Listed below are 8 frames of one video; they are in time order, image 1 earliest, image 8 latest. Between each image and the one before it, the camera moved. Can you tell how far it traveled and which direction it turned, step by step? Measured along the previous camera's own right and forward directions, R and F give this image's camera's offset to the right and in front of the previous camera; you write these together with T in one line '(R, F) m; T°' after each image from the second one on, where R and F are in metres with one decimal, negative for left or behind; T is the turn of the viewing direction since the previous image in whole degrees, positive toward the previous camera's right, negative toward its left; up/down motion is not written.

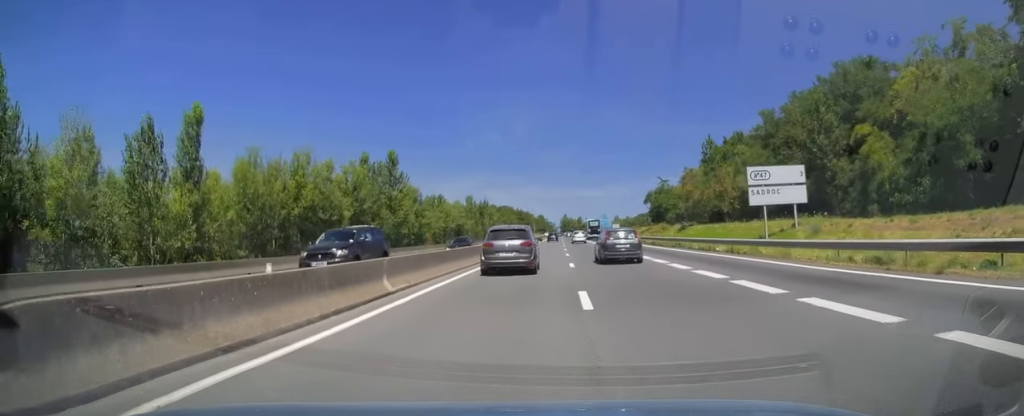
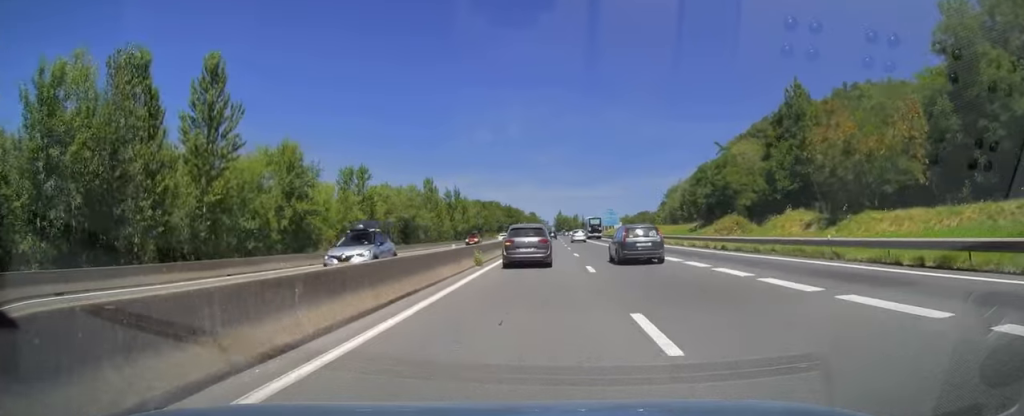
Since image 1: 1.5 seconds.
(-0.1, +42.9) m; 0°
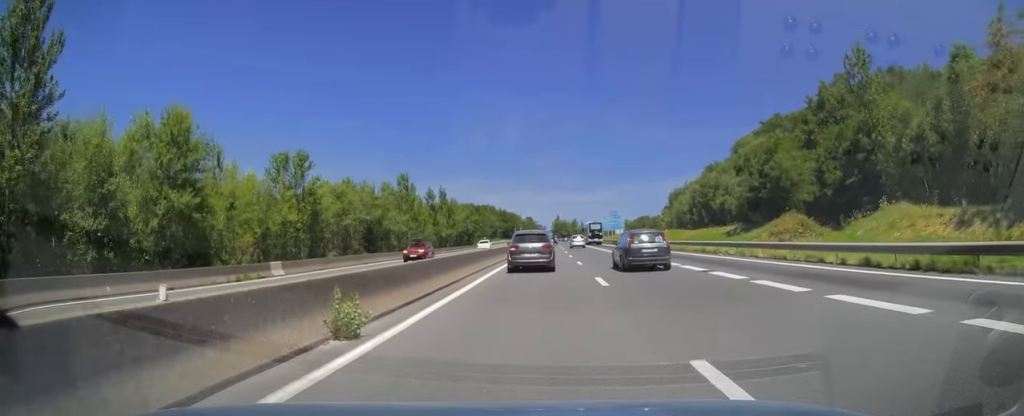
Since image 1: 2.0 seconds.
(+0.1, +16.2) m; 0°
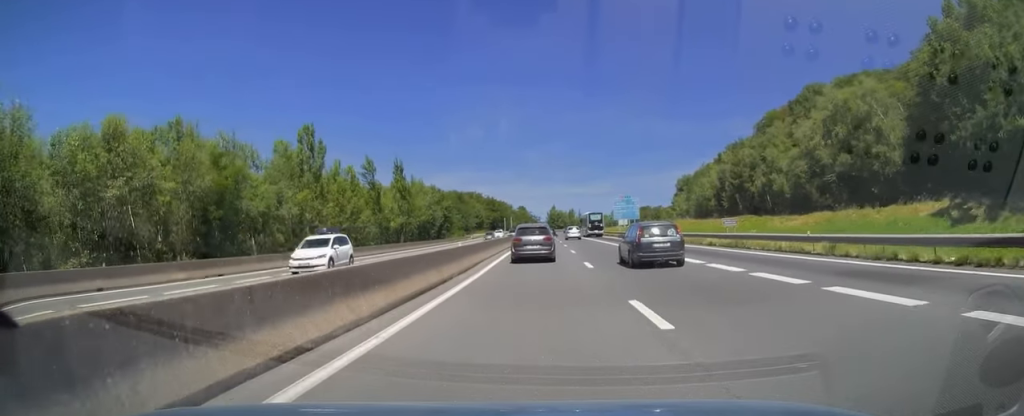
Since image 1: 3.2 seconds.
(+0.2, +34.1) m; +1°
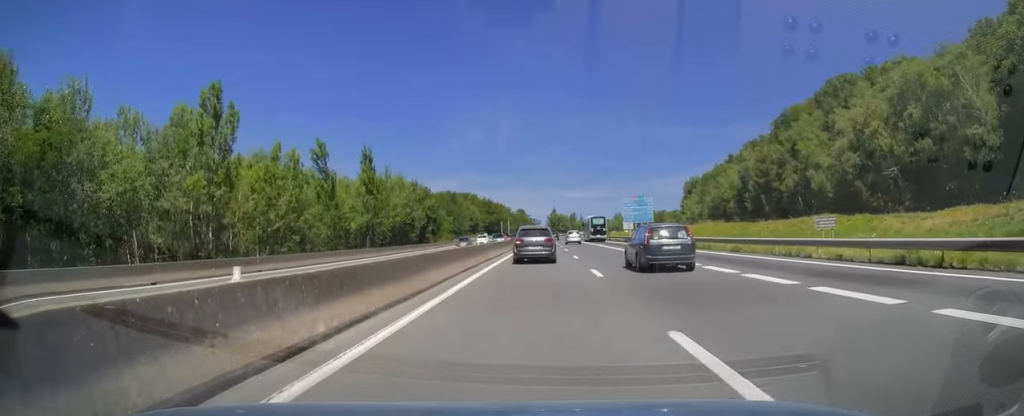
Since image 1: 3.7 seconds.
(0.0, +16.4) m; 0°
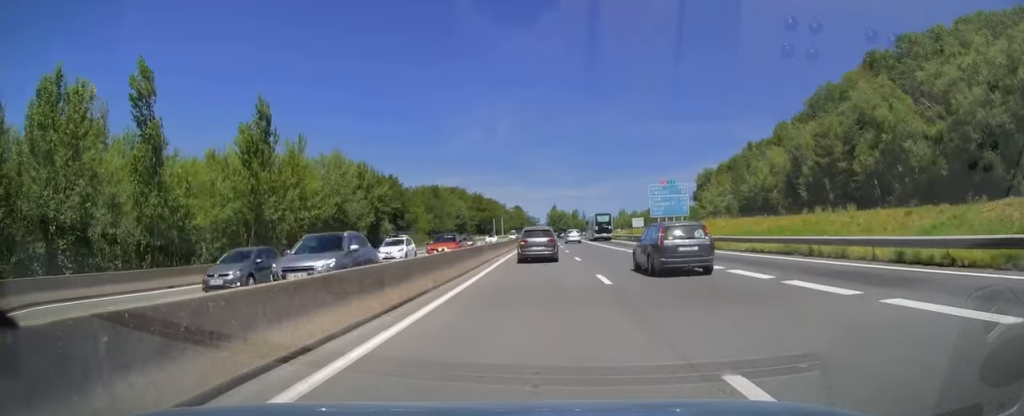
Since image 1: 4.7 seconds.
(+0.2, +28.3) m; 0°
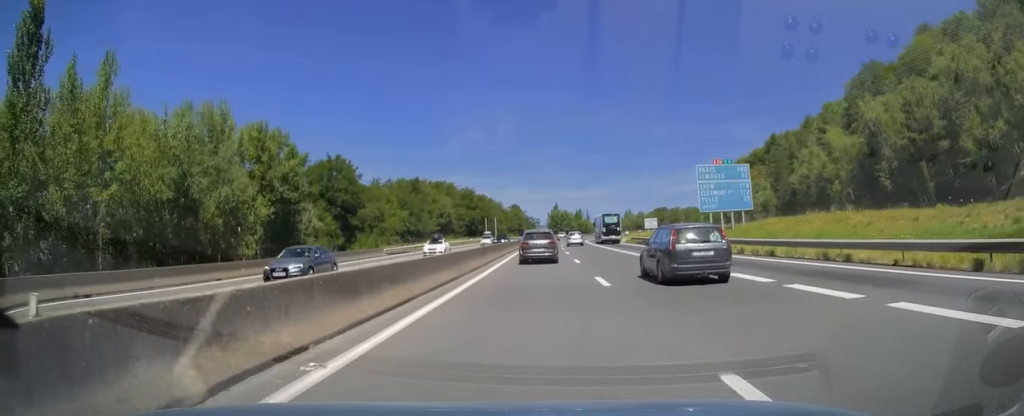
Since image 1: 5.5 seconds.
(-0.1, +25.8) m; 0°
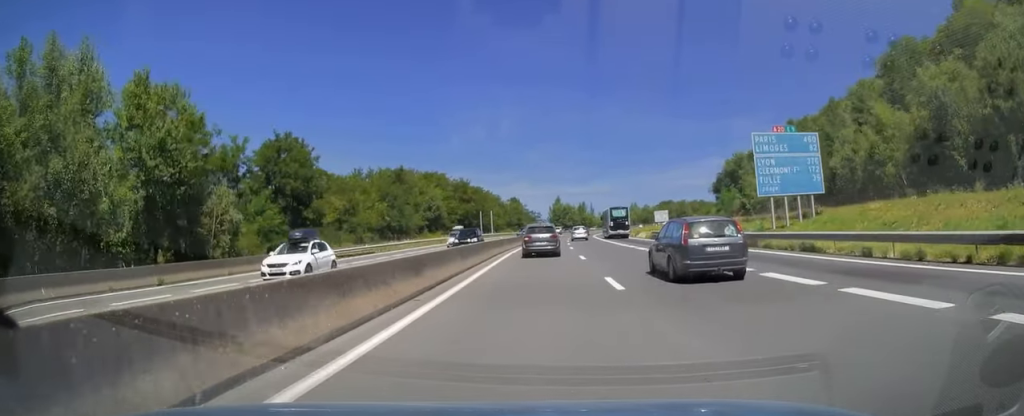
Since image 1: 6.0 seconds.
(0.0, +15.4) m; 0°
